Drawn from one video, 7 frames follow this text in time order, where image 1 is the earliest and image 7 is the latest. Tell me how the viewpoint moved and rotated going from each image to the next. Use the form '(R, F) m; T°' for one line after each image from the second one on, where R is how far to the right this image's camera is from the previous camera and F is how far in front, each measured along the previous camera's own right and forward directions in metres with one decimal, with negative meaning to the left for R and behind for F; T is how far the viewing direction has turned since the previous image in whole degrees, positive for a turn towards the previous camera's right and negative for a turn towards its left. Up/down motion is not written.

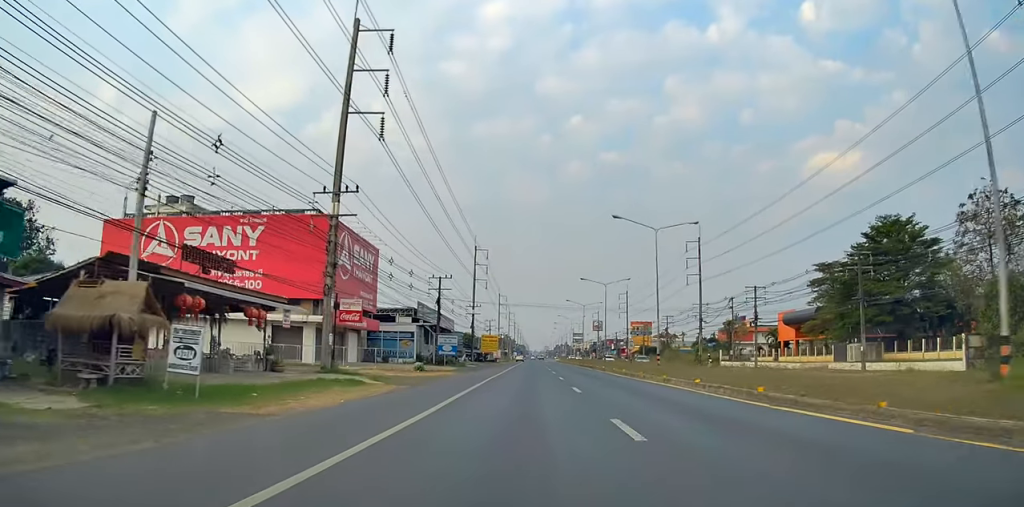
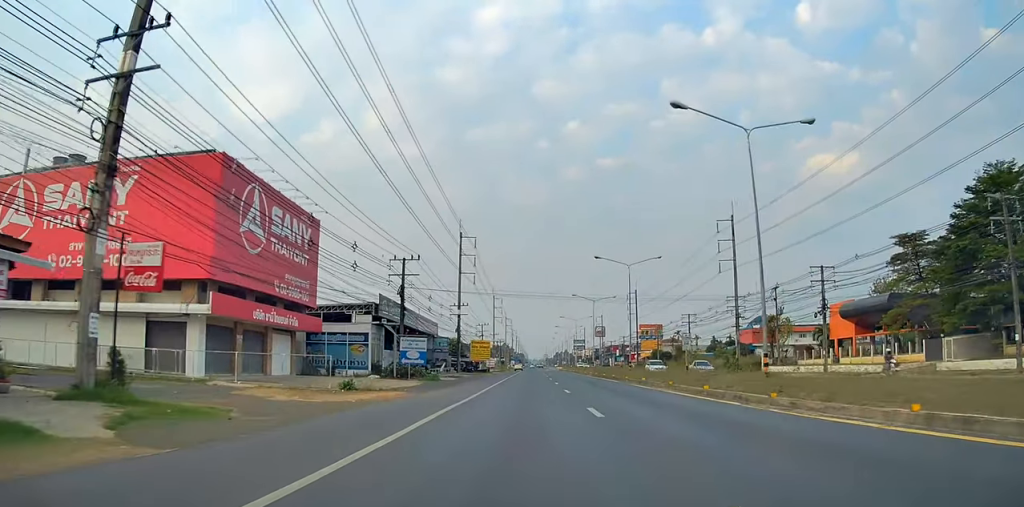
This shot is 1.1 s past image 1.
(0.0, +18.6) m; 0°
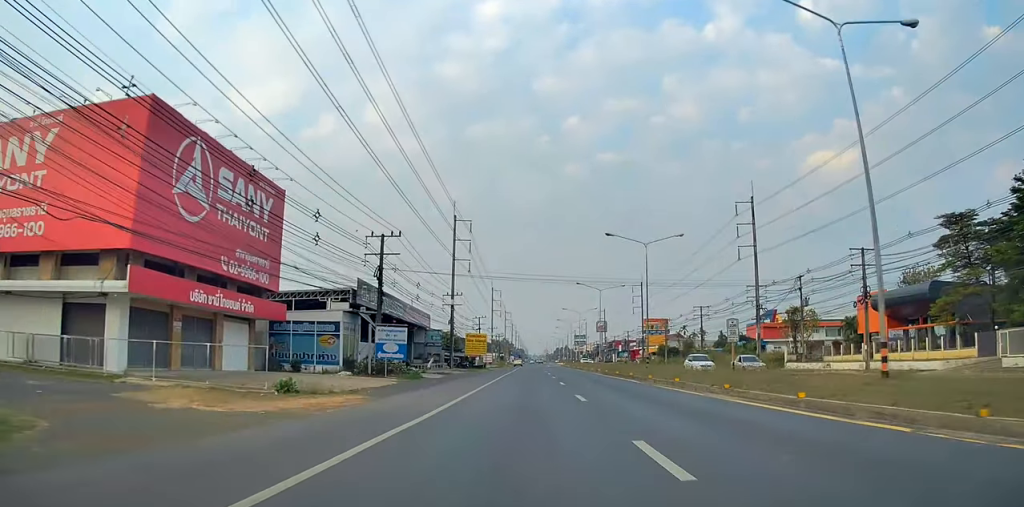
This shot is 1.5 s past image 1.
(0.0, +7.5) m; 0°
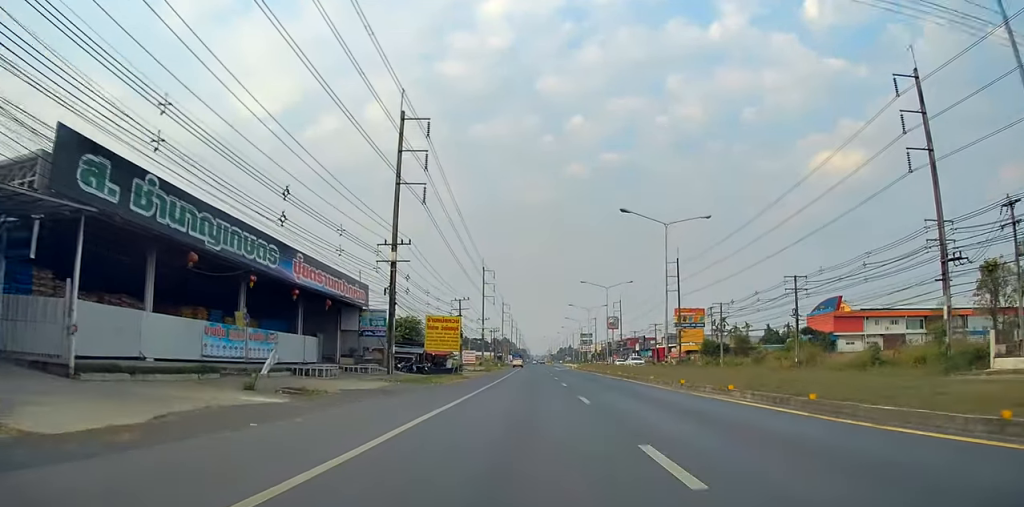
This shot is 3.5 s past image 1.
(0.0, +35.5) m; 0°
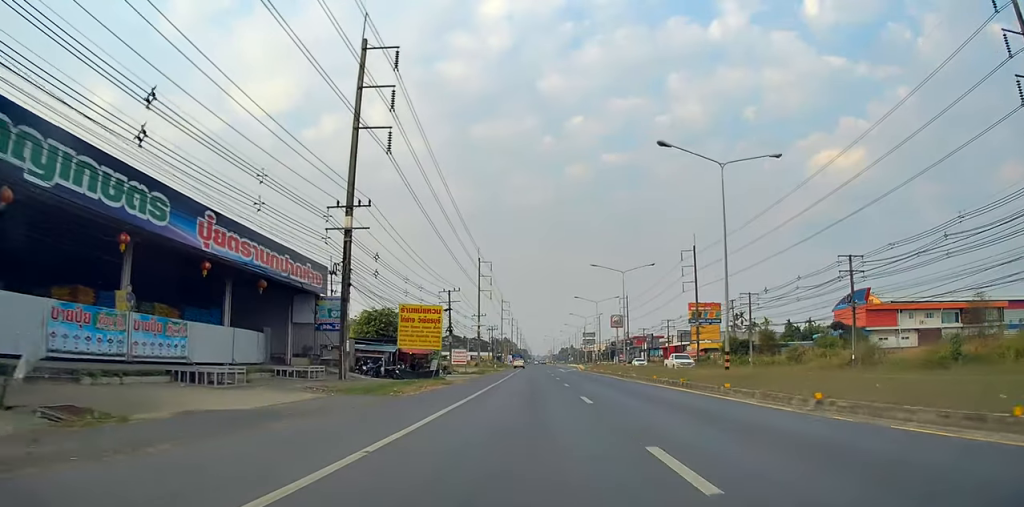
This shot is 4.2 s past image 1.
(+0.1, +11.4) m; 0°
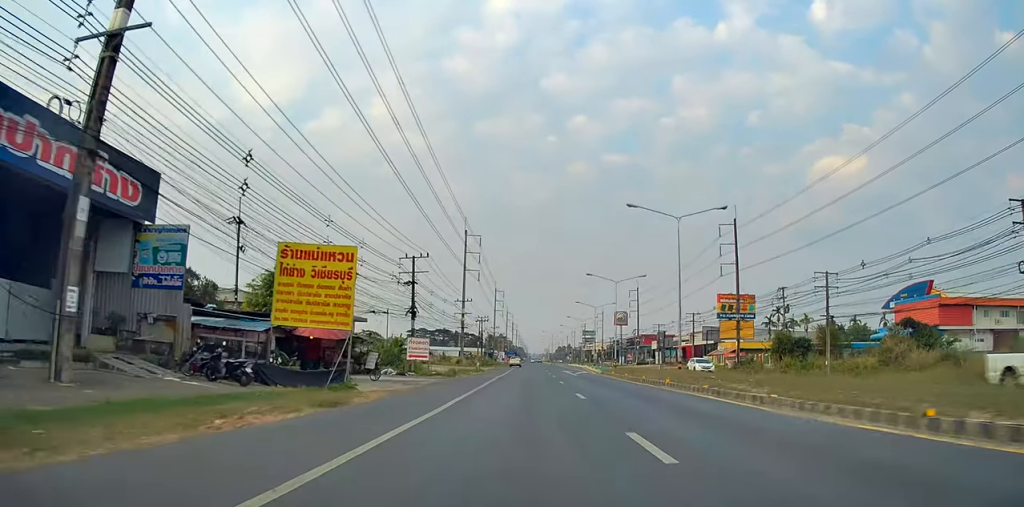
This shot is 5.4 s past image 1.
(-0.2, +22.2) m; 0°
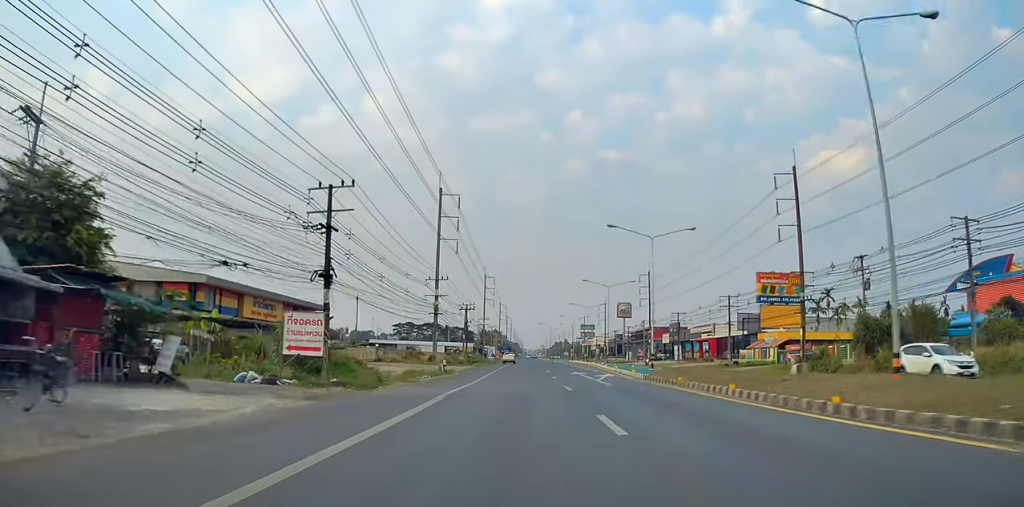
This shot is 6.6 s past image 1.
(+0.2, +21.4) m; +1°
